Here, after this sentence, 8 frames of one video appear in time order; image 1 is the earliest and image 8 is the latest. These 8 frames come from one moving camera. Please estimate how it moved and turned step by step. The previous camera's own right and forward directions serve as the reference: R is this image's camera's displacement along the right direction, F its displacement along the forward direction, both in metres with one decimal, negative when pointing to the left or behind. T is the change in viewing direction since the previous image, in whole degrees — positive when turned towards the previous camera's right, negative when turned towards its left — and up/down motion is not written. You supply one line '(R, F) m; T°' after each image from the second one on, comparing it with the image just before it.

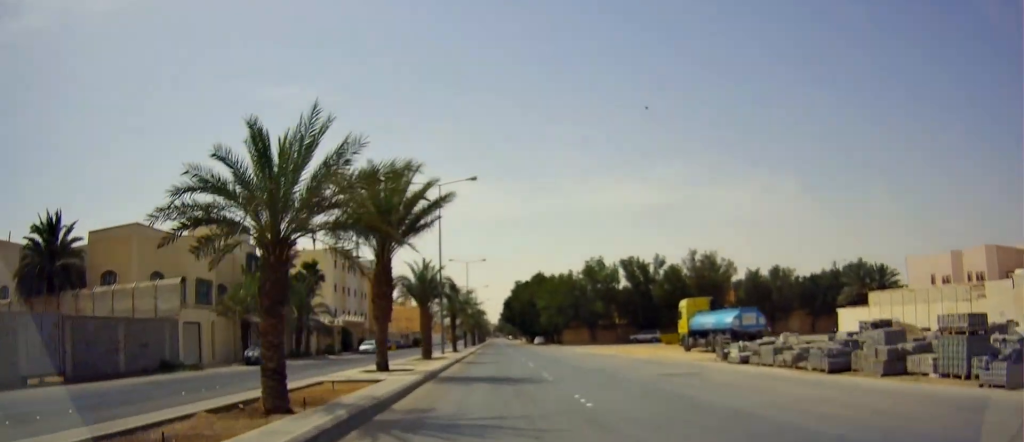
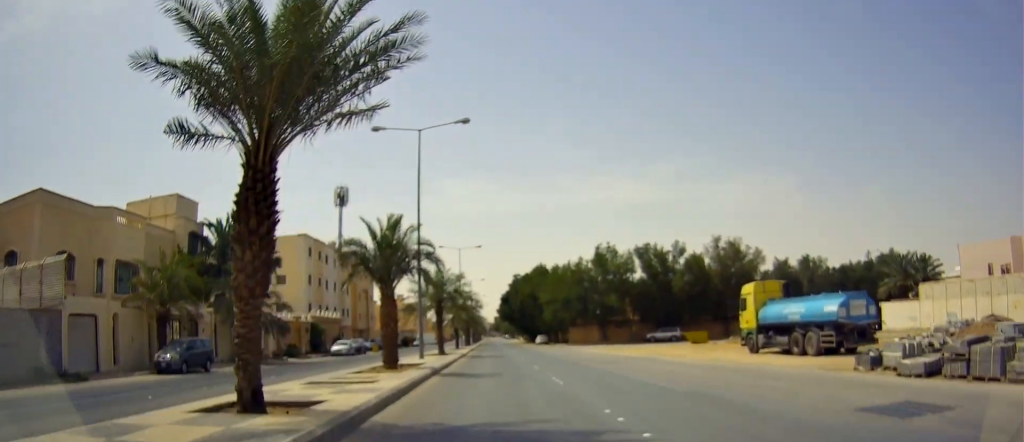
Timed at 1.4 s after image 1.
(-0.2, +11.1) m; -2°
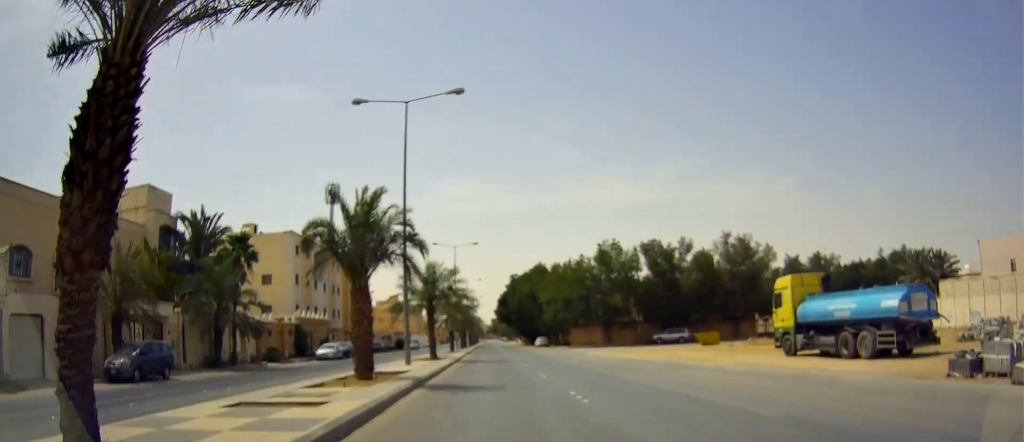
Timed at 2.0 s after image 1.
(-0.1, +4.3) m; -2°
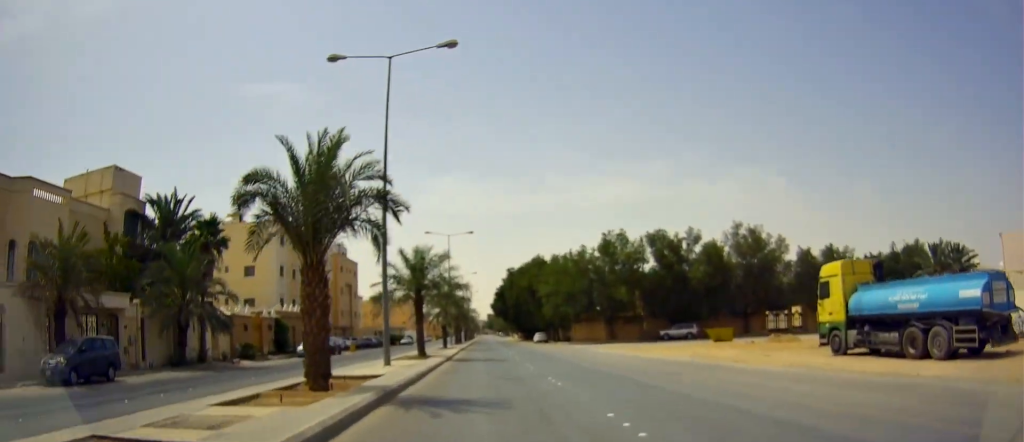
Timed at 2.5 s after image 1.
(0.0, +4.4) m; -1°
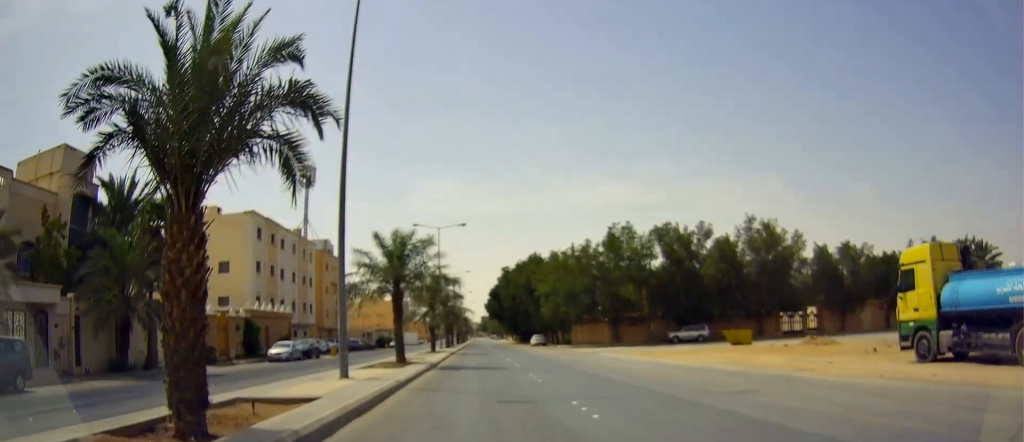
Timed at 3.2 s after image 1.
(-0.2, +5.7) m; +2°
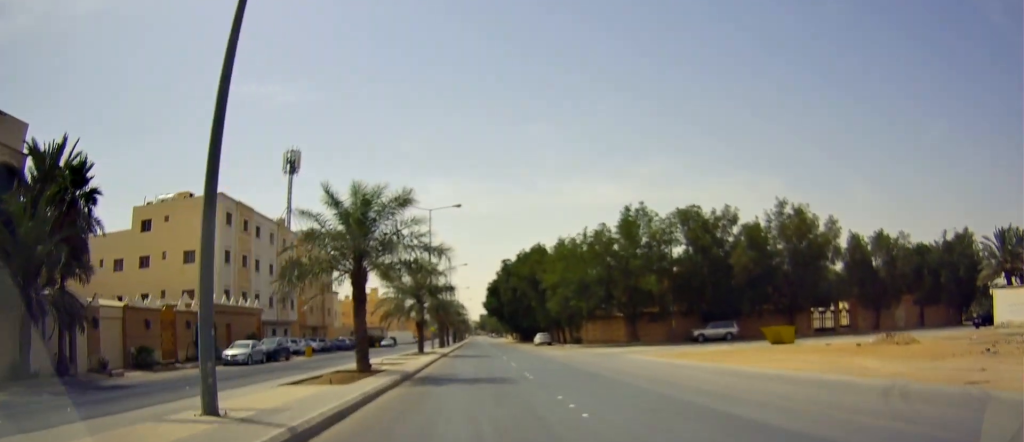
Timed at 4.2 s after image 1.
(+0.4, +7.8) m; +4°
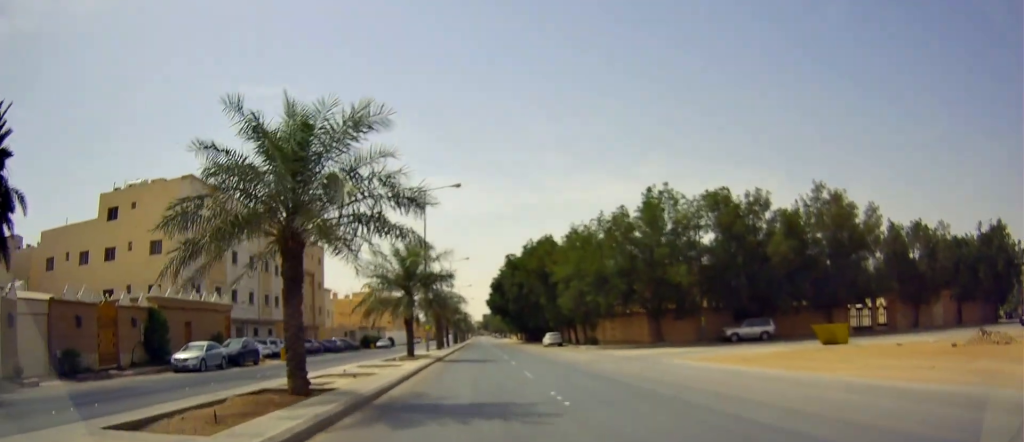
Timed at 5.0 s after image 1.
(+0.2, +6.9) m; +1°
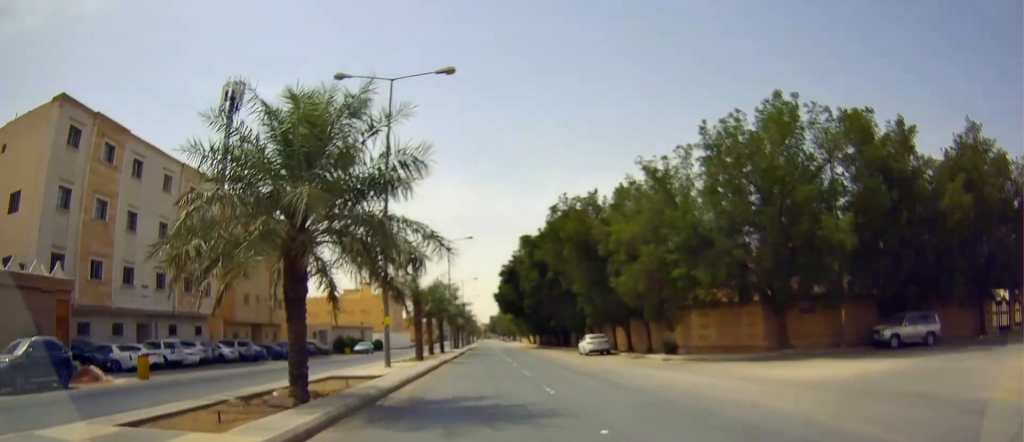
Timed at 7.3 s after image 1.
(-1.6, +20.3) m; -5°
